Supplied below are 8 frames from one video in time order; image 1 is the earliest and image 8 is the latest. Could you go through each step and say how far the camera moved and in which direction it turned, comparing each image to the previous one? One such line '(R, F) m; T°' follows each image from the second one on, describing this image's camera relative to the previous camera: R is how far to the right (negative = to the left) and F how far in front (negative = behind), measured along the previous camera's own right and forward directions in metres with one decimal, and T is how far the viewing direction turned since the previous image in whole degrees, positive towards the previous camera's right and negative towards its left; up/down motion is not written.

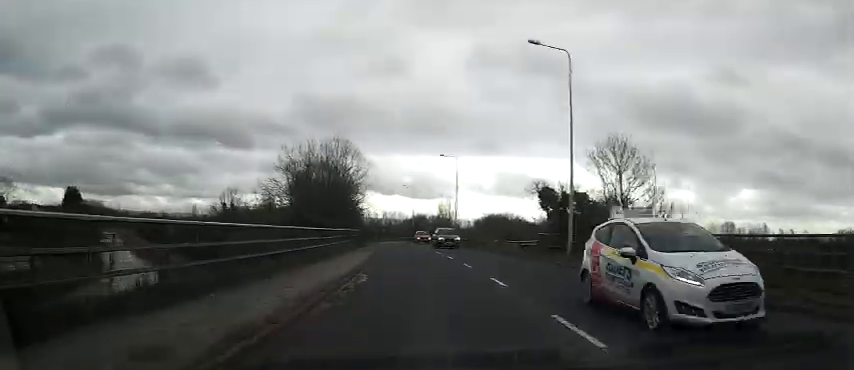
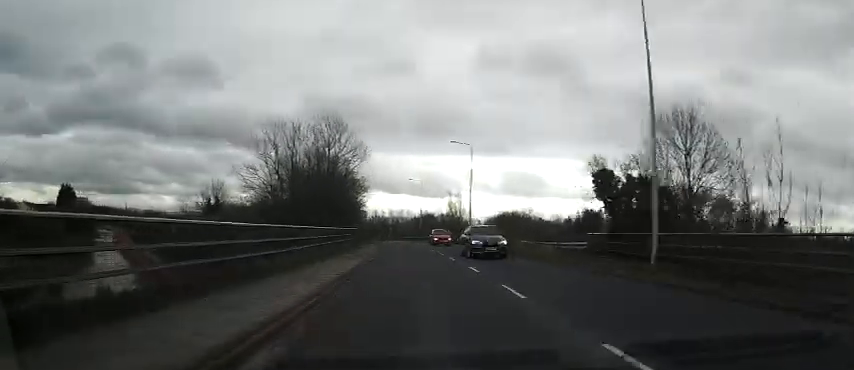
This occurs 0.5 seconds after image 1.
(-0.1, +8.7) m; -1°
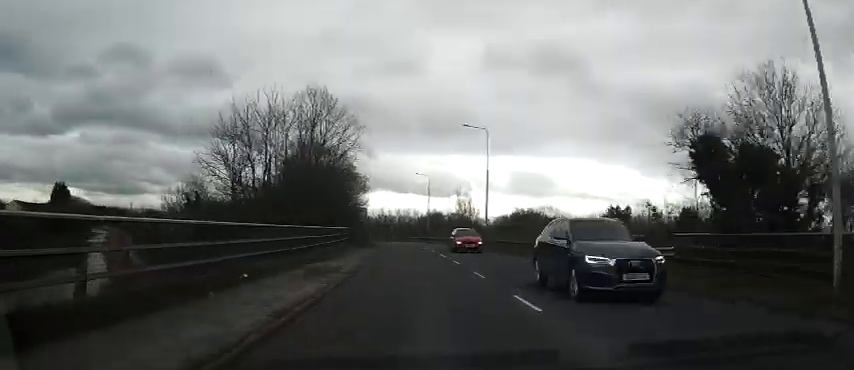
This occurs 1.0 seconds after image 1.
(+0.1, +8.1) m; -1°
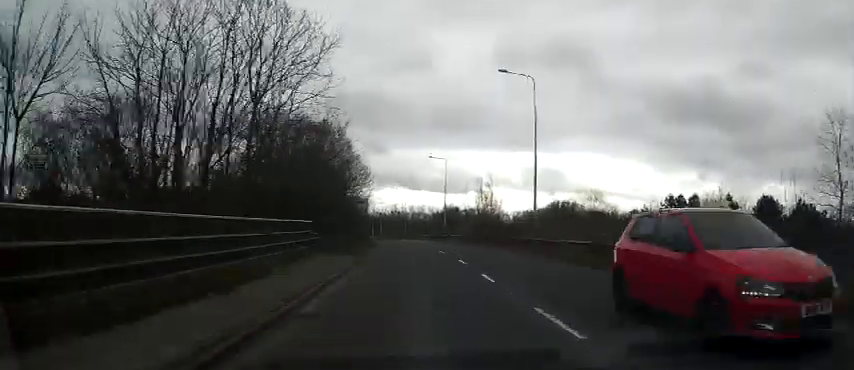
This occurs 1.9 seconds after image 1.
(-0.3, +14.3) m; -2°
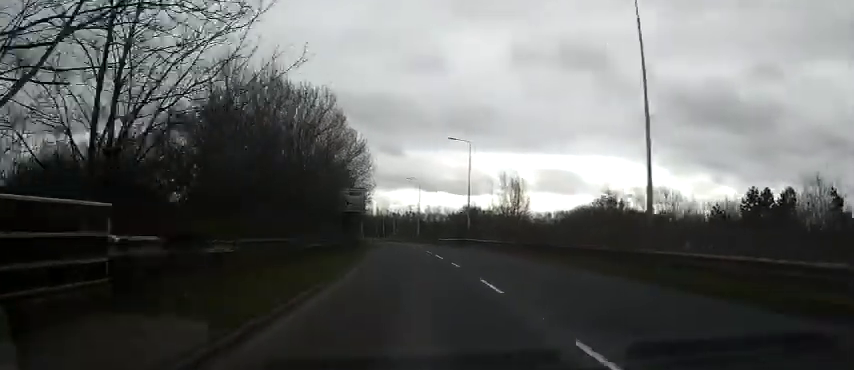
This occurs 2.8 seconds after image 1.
(-0.3, +14.4) m; -2°
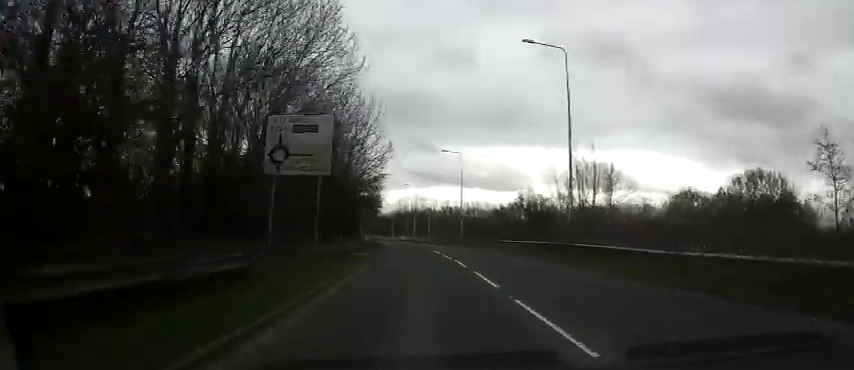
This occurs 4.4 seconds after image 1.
(-0.7, +26.2) m; -3°
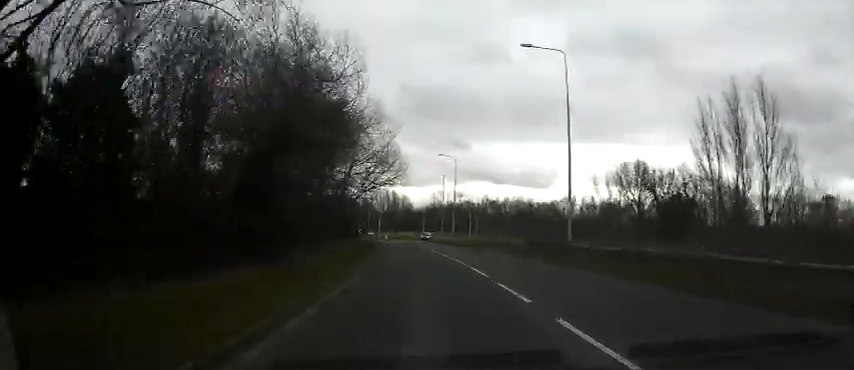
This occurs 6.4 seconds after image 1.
(-1.3, +32.4) m; -5°
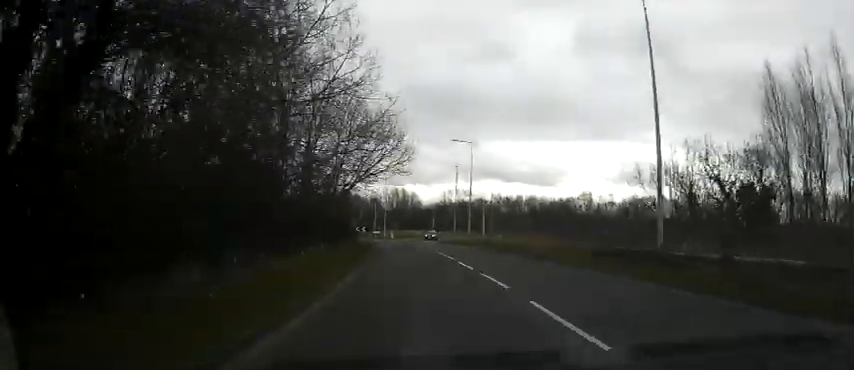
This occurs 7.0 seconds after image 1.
(-0.1, +9.3) m; -1°
